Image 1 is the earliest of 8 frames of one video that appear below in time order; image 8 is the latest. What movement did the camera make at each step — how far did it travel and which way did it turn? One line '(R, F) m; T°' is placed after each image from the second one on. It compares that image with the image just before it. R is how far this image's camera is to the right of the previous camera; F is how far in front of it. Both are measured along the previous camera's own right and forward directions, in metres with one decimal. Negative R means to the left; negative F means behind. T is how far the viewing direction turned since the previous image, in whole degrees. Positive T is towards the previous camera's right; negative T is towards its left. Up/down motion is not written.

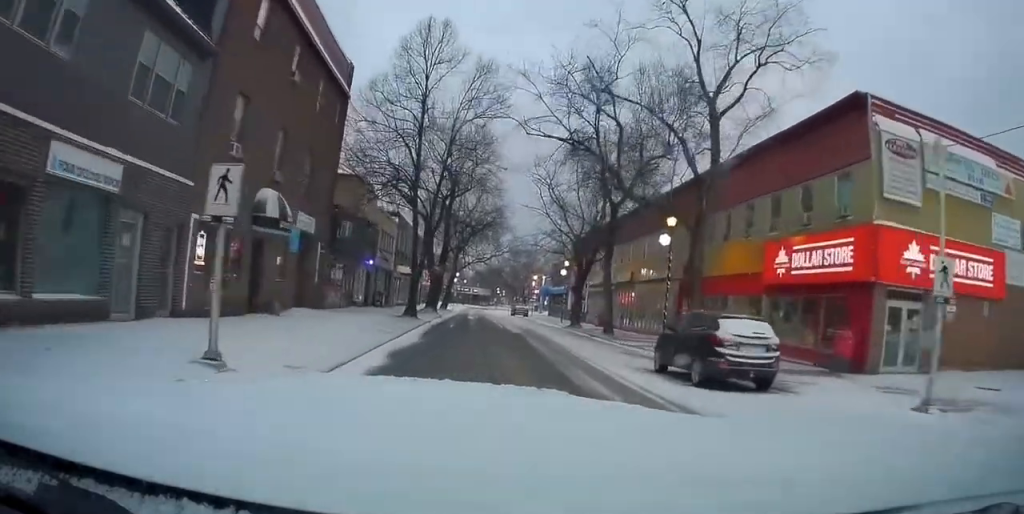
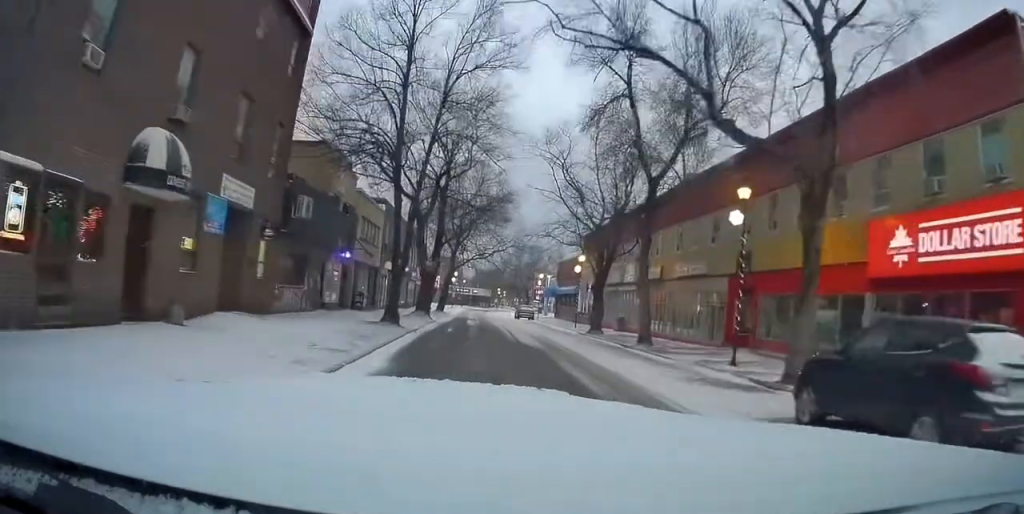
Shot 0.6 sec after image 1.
(+0.1, +7.0) m; 0°
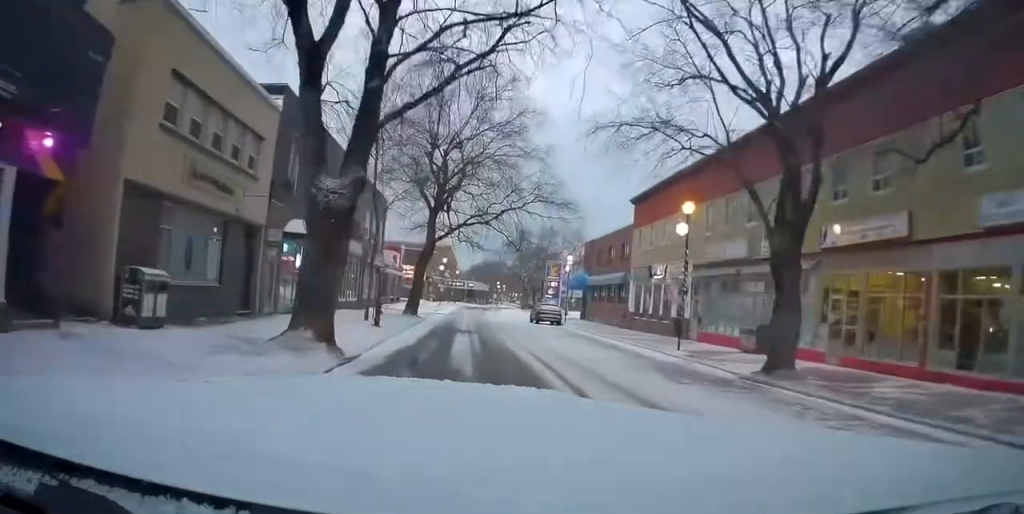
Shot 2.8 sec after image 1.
(-0.4, +23.7) m; +1°
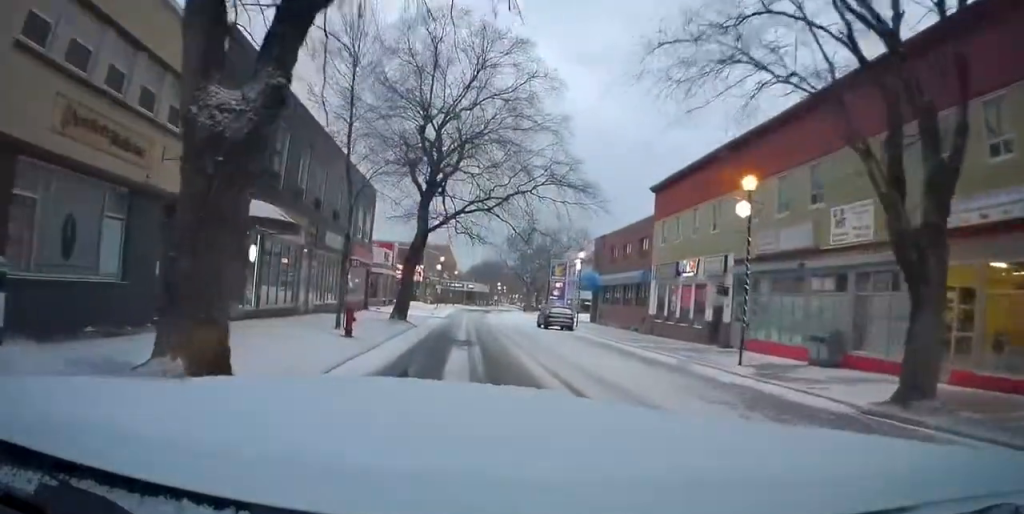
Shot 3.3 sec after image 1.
(0.0, +5.5) m; +2°
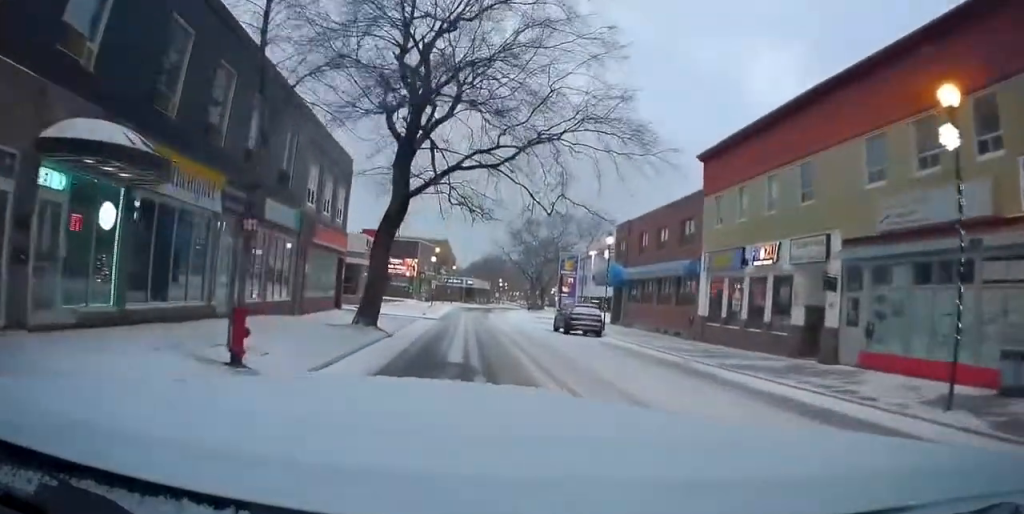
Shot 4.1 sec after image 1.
(+0.3, +8.8) m; +2°
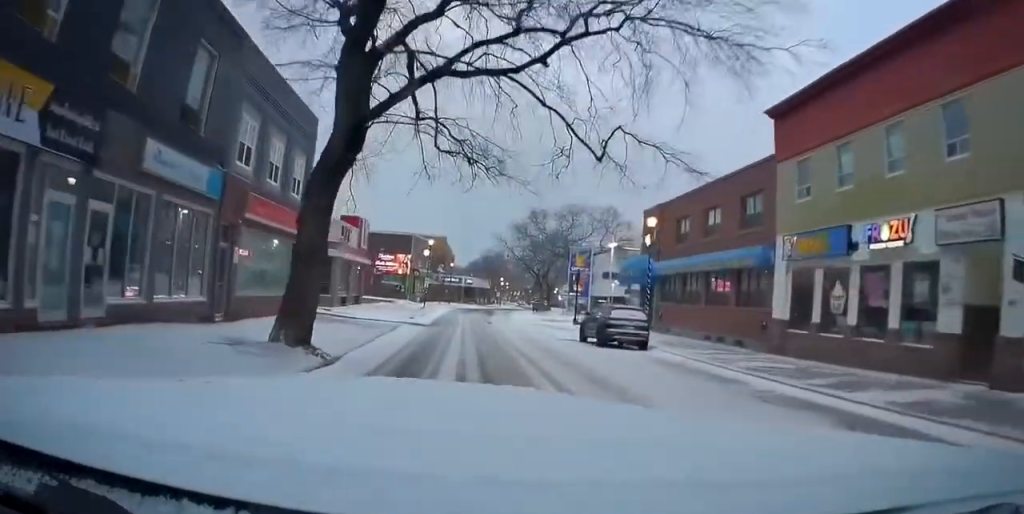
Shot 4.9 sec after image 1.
(+0.1, +8.2) m; +1°
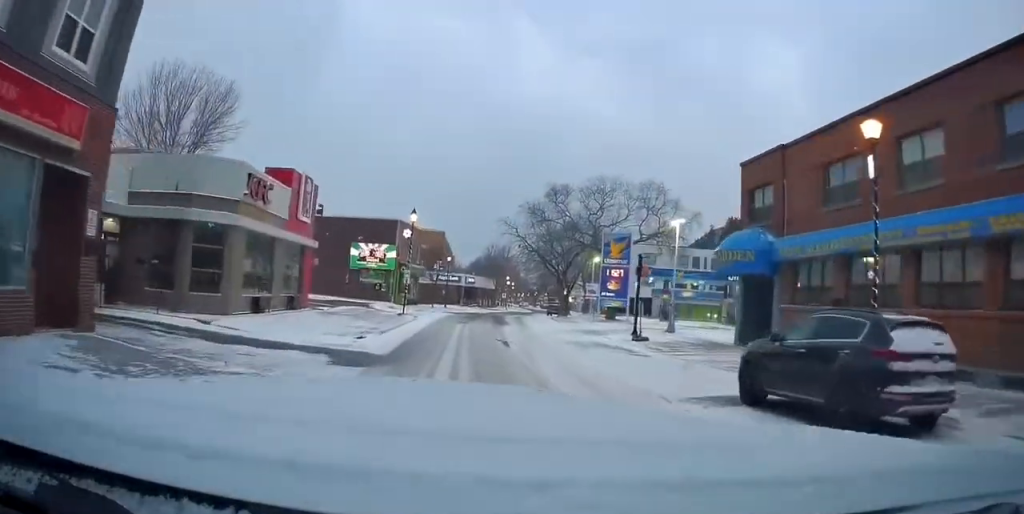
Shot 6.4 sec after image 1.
(+0.1, +15.3) m; -1°
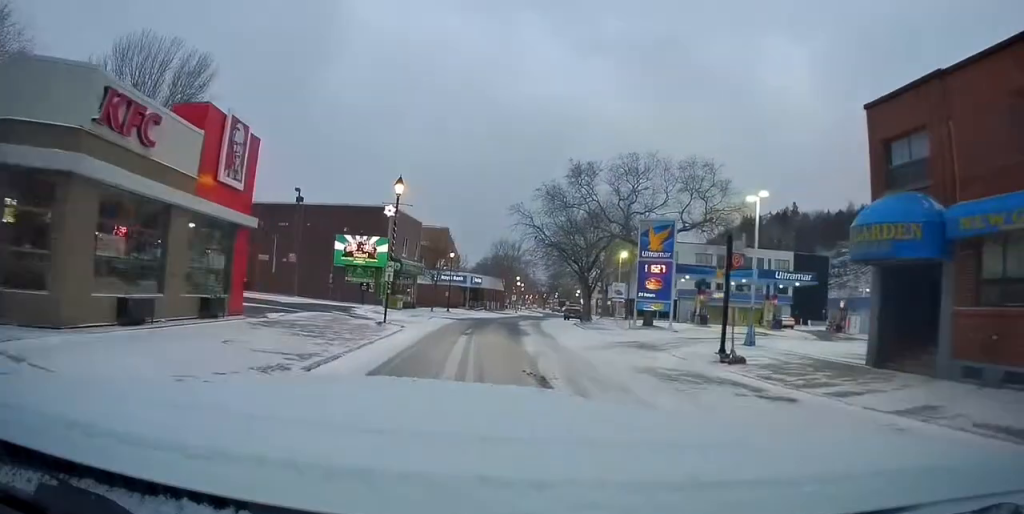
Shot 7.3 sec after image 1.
(-0.4, +8.7) m; 0°
